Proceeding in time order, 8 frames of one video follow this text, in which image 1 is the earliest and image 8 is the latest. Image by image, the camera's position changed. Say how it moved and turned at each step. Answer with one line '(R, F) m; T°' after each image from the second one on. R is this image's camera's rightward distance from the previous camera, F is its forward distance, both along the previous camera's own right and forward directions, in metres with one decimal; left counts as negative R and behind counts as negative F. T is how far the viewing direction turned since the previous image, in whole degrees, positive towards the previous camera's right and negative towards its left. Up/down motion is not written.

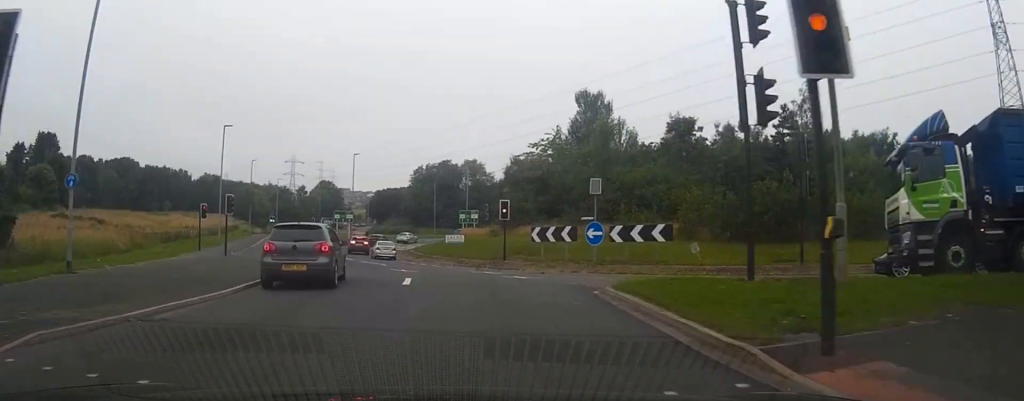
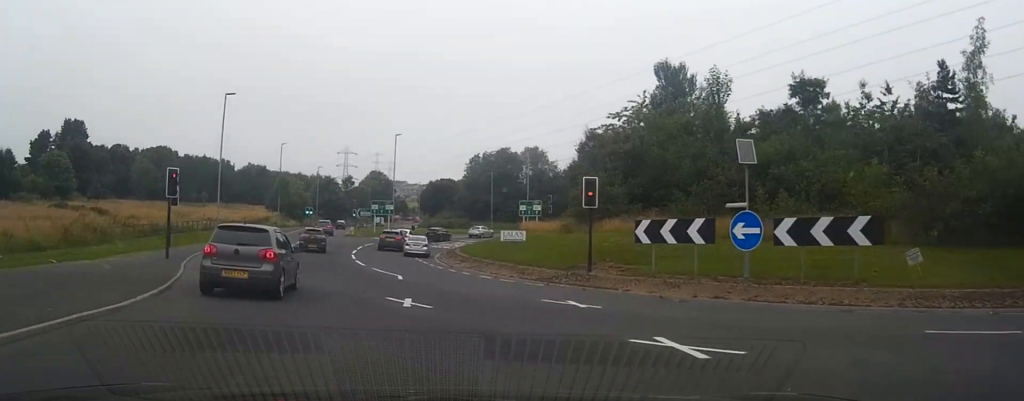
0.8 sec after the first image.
(-1.5, +13.6) m; -9°
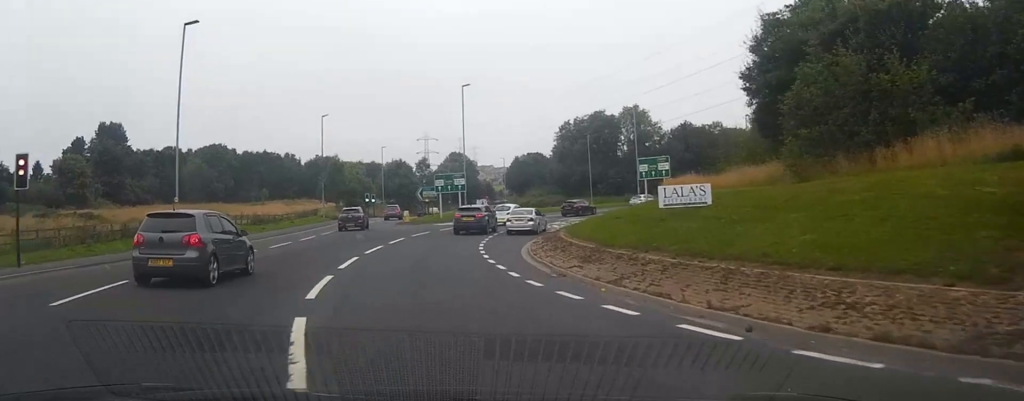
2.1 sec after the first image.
(-1.5, +19.6) m; -2°
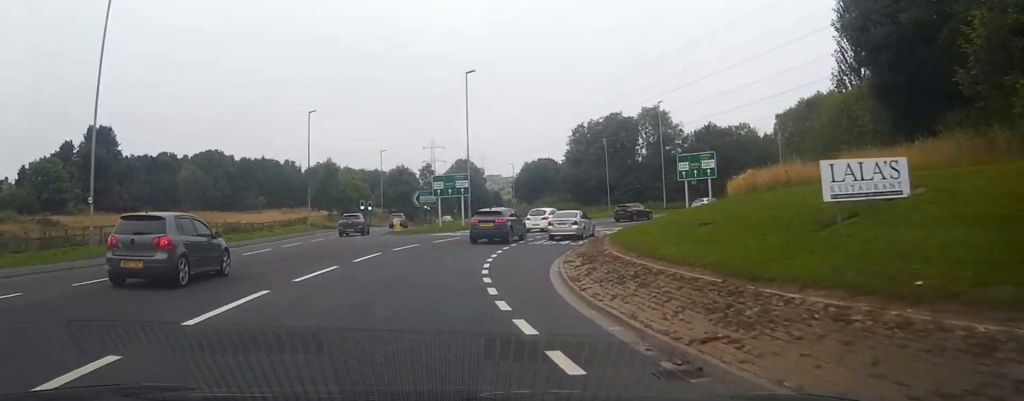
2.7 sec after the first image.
(+0.4, +8.4) m; +3°
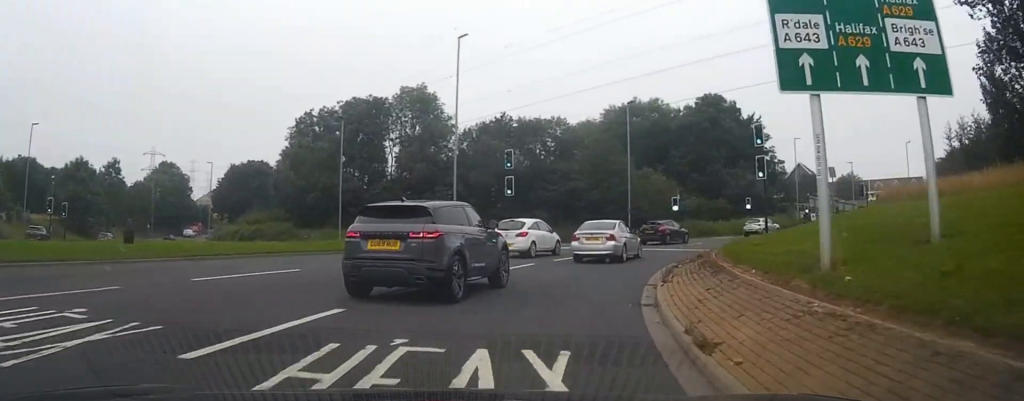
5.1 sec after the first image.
(+3.5, +33.5) m; +20°
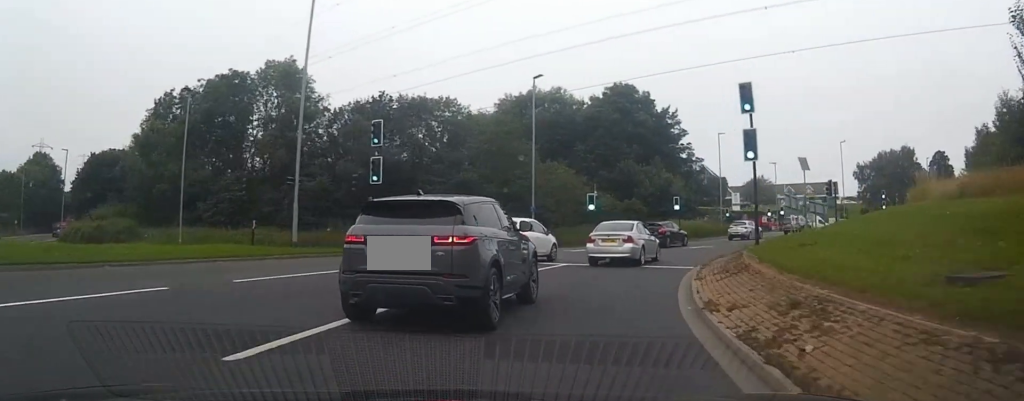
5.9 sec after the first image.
(+1.3, +10.3) m; +17°
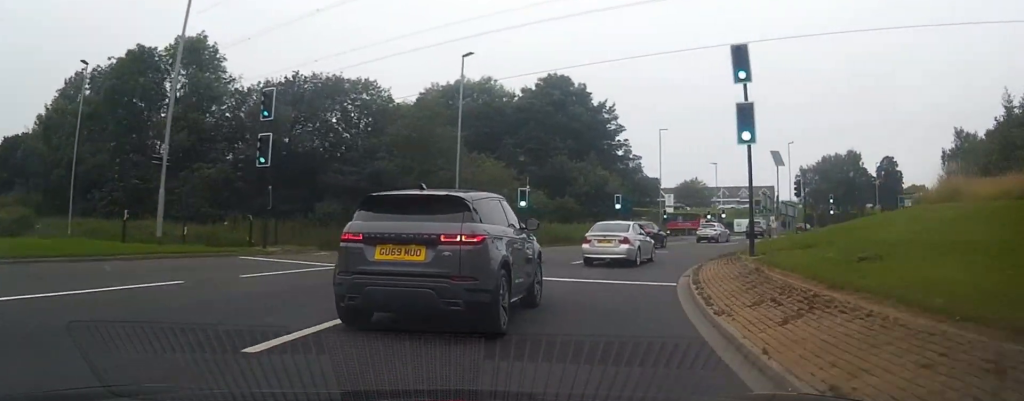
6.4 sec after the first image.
(+0.9, +5.0) m; +8°
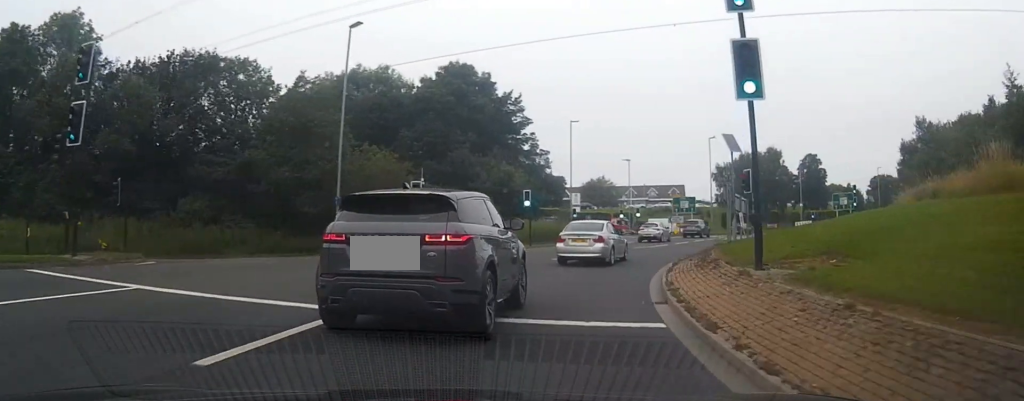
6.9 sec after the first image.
(+0.3, +5.9) m; +9°
